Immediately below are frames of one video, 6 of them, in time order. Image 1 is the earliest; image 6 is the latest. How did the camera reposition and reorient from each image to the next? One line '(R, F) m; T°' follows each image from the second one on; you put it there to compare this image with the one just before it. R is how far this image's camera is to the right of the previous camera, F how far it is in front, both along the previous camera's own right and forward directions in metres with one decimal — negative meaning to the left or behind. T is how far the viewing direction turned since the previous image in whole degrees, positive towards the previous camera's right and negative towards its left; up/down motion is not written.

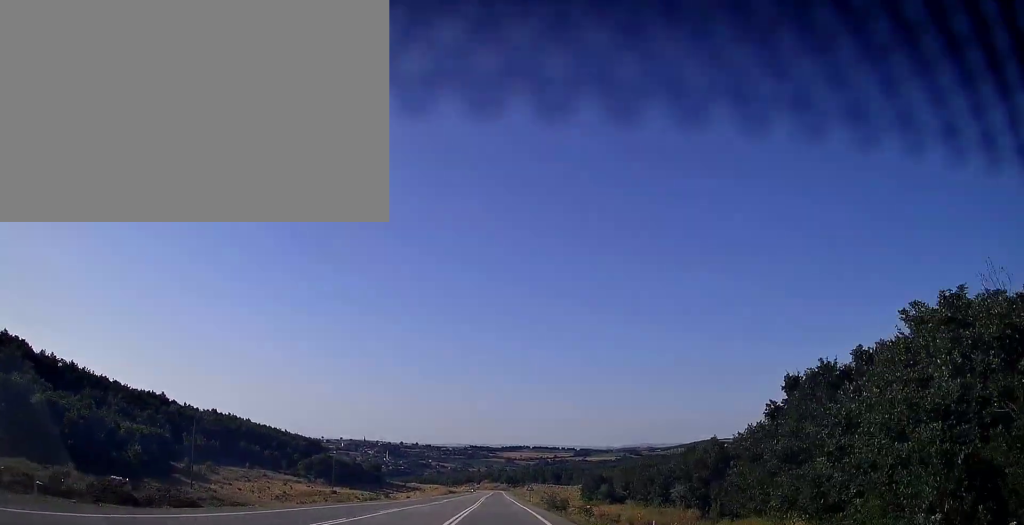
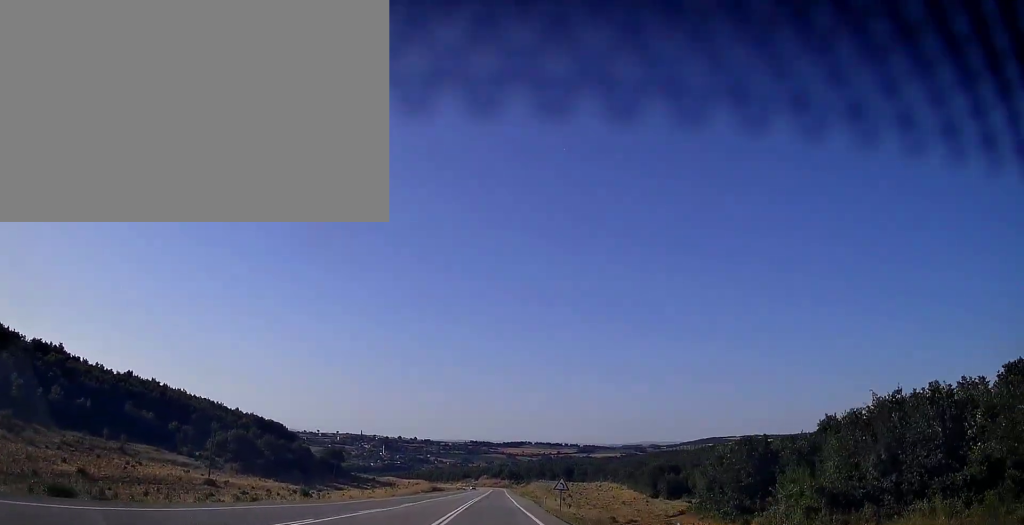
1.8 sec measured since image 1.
(+0.2, +48.5) m; 0°
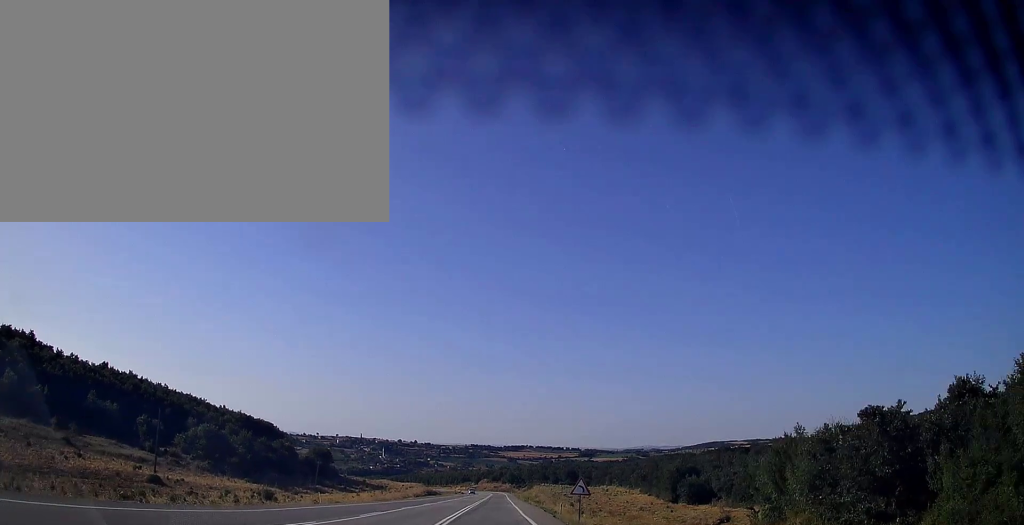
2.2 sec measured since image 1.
(0.0, +11.0) m; 0°
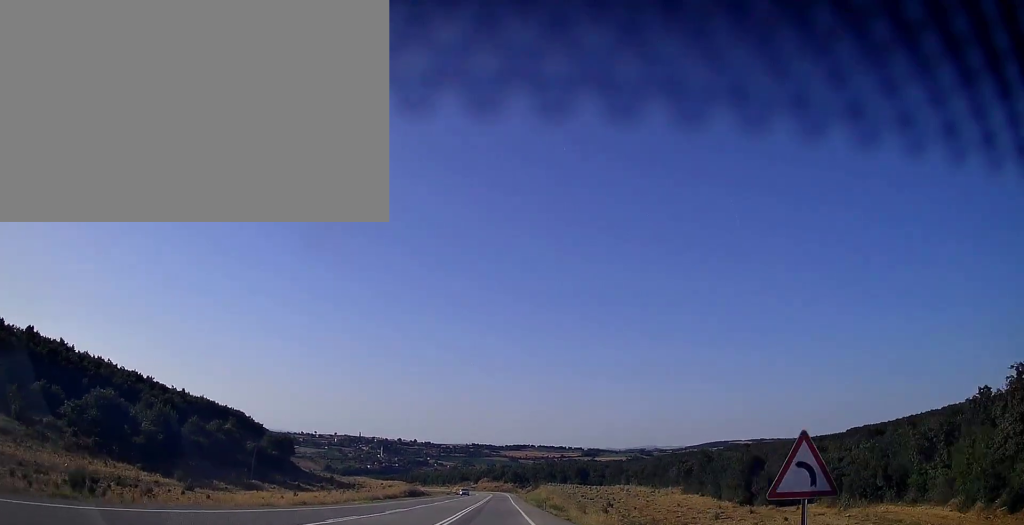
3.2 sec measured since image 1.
(-0.2, +27.4) m; 0°
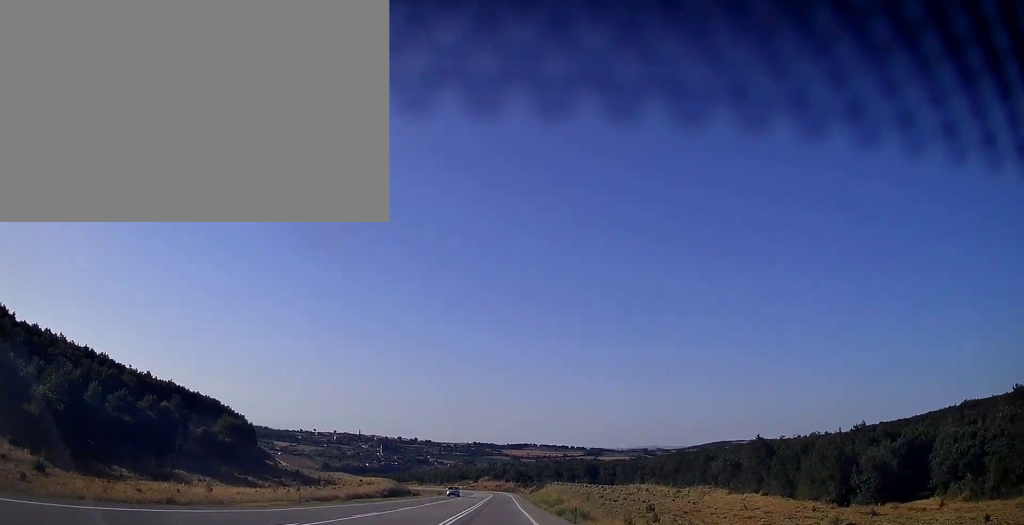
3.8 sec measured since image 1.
(+0.1, +18.2) m; 0°
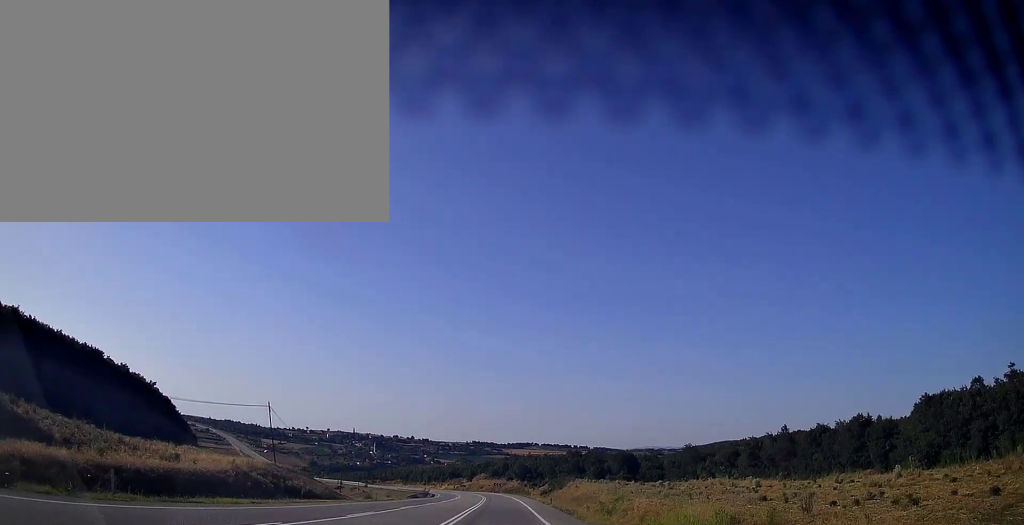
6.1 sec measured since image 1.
(-0.3, +60.5) m; 0°
